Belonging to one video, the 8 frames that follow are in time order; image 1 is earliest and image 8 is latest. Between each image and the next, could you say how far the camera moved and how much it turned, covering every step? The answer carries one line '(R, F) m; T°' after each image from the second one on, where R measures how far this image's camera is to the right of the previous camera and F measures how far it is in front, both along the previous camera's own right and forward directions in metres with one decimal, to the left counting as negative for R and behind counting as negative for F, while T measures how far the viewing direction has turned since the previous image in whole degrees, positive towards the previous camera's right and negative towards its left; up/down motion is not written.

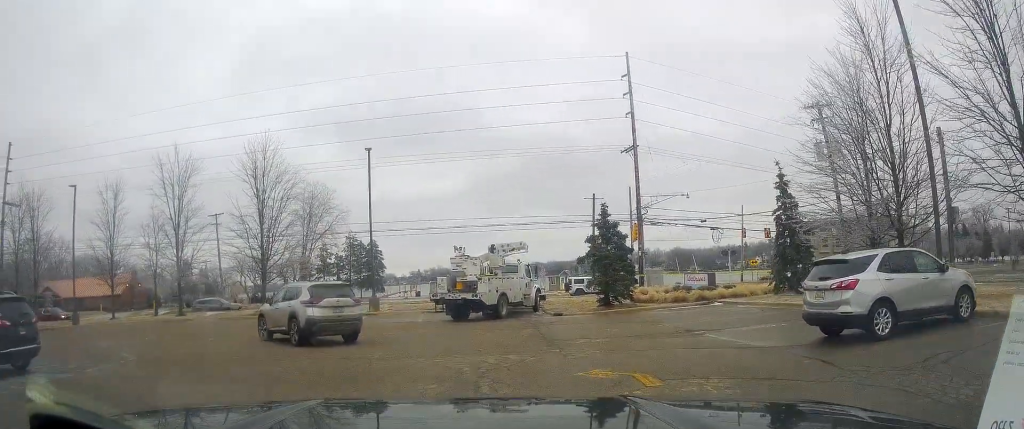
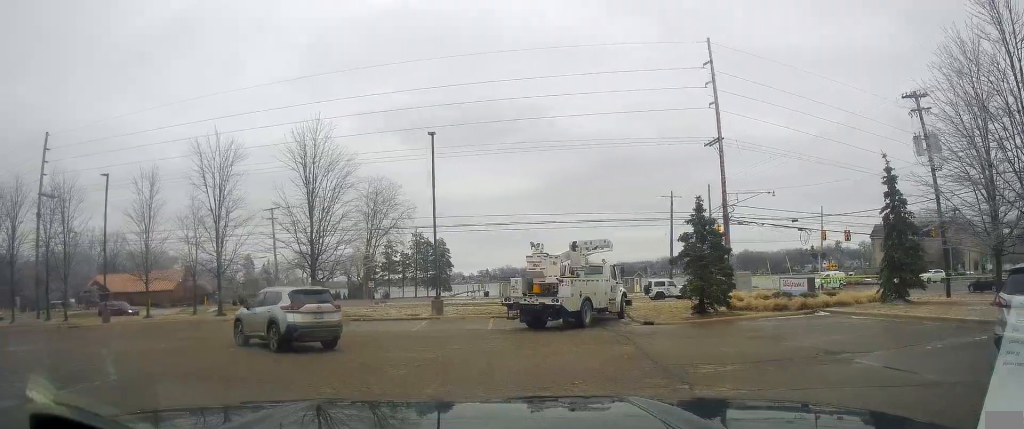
(-0.2, +3.9) m; -5°
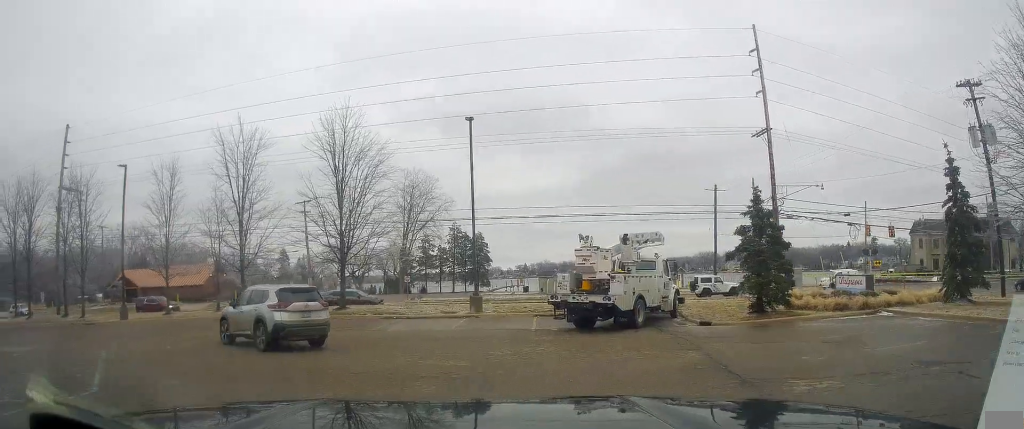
(+0.3, +2.0) m; -4°
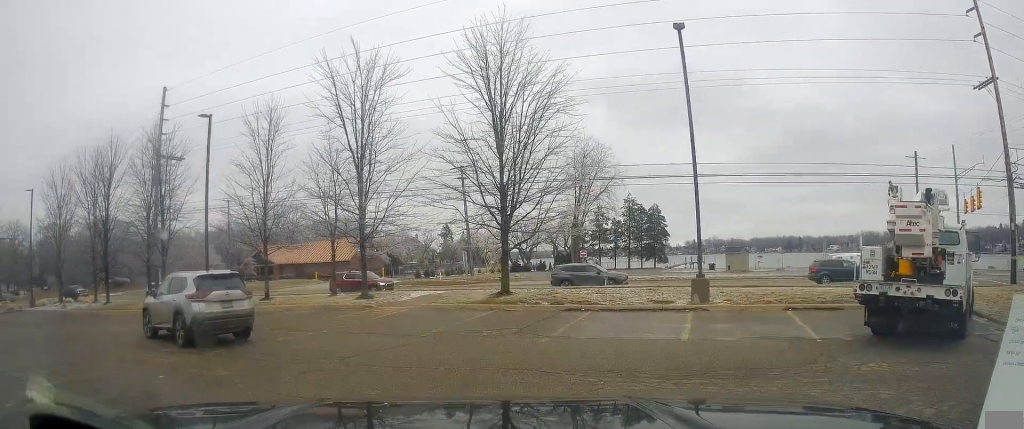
(-1.2, +7.9) m; -15°
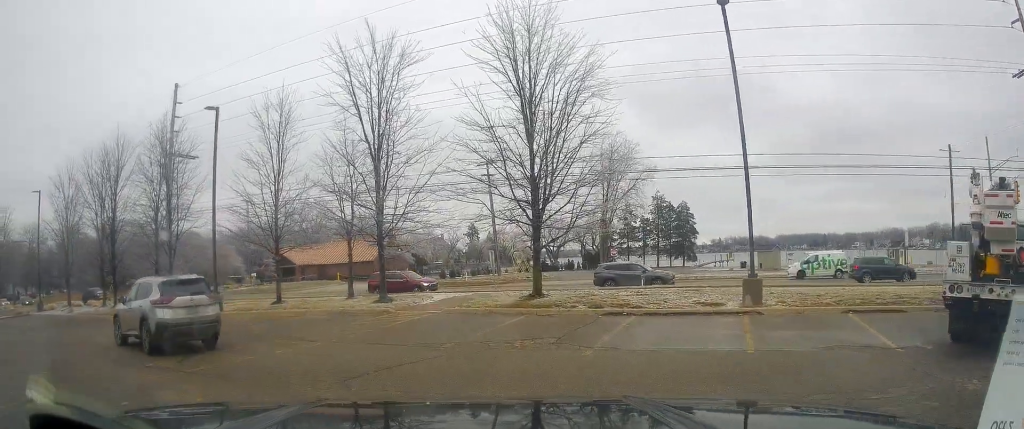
(0.0, +1.7) m; -5°
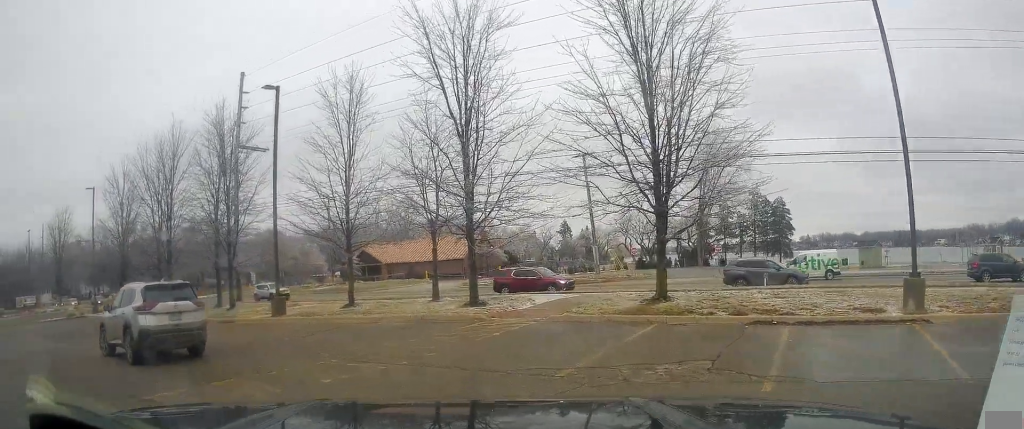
(-0.5, +3.0) m; -14°
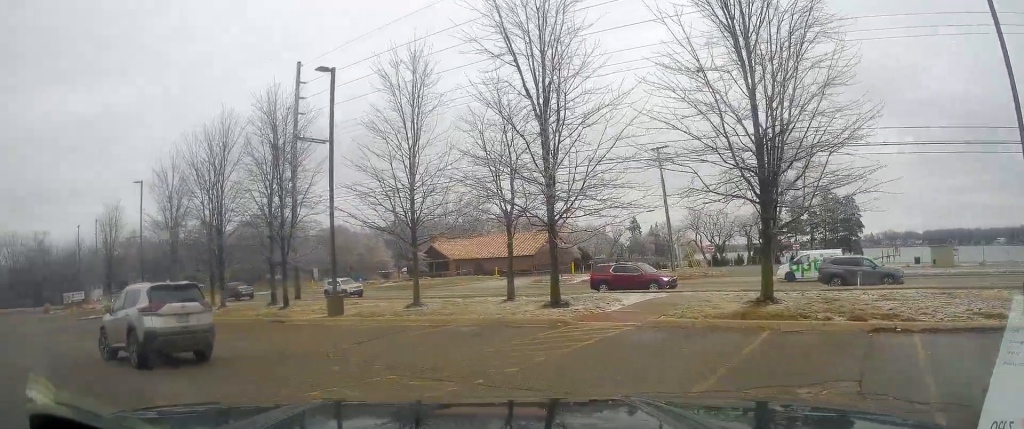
(-0.2, +1.7) m; -4°
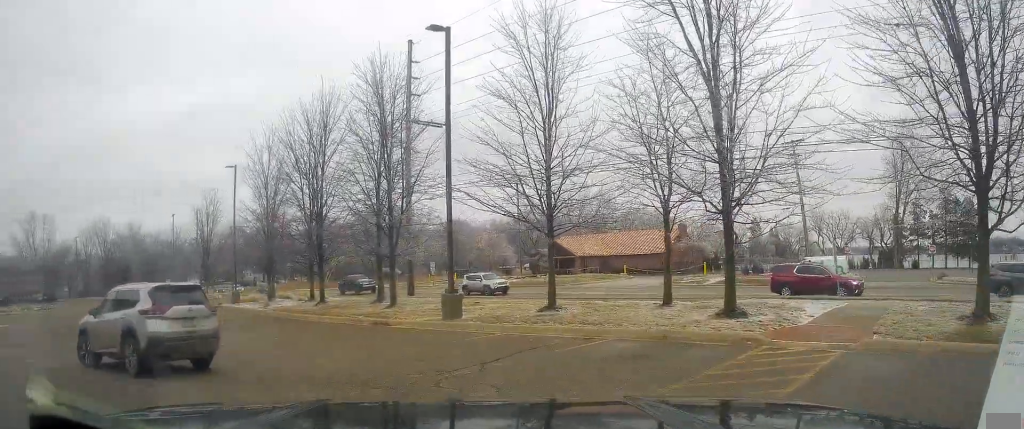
(-0.3, +3.0) m; -4°
